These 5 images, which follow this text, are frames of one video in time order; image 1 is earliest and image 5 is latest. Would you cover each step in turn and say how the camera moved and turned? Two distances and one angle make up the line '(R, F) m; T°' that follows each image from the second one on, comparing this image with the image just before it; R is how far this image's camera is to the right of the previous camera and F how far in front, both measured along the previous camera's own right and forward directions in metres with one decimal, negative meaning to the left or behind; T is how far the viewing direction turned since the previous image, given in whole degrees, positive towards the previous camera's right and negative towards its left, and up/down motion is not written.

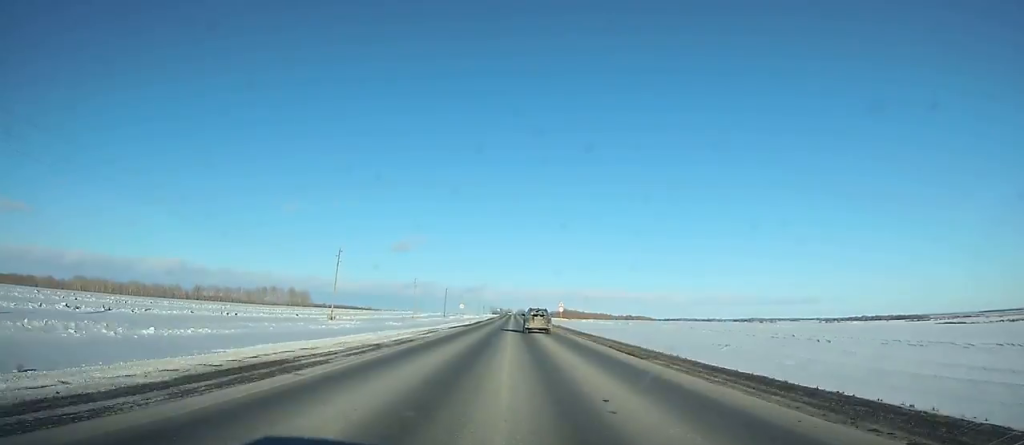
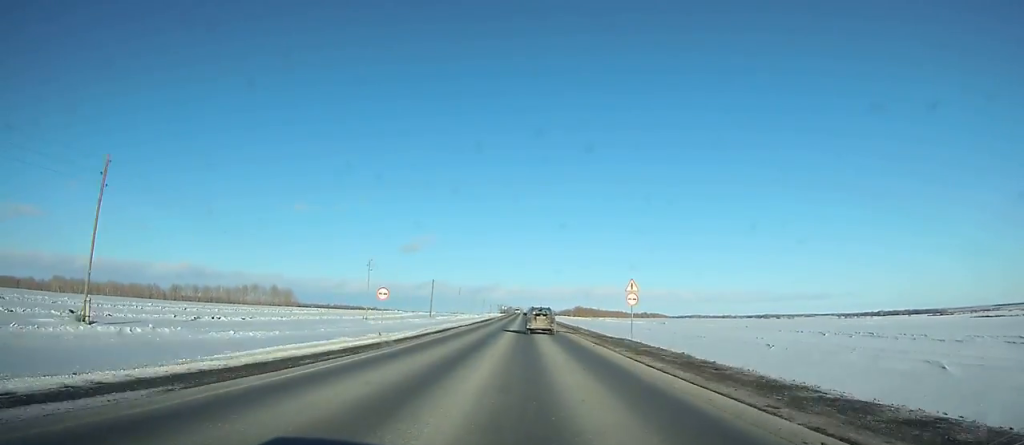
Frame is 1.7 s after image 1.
(+0.3, +46.8) m; 0°
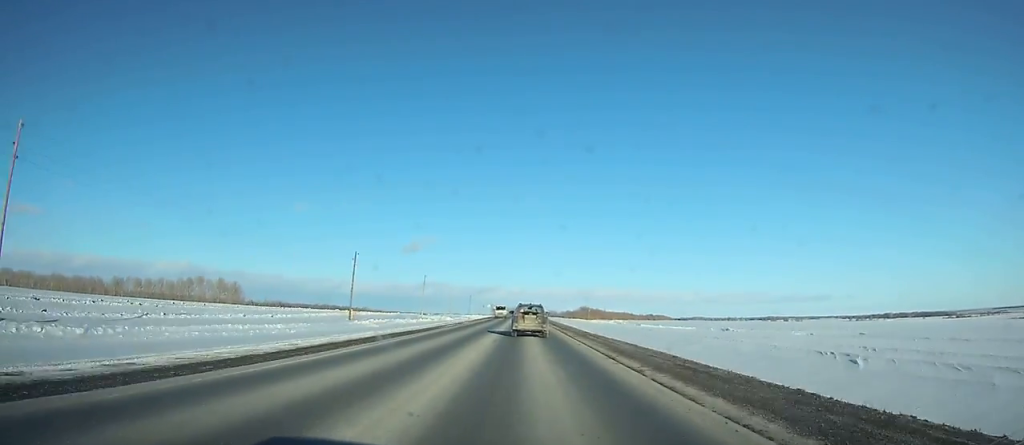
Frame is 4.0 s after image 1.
(-0.2, +64.5) m; 0°
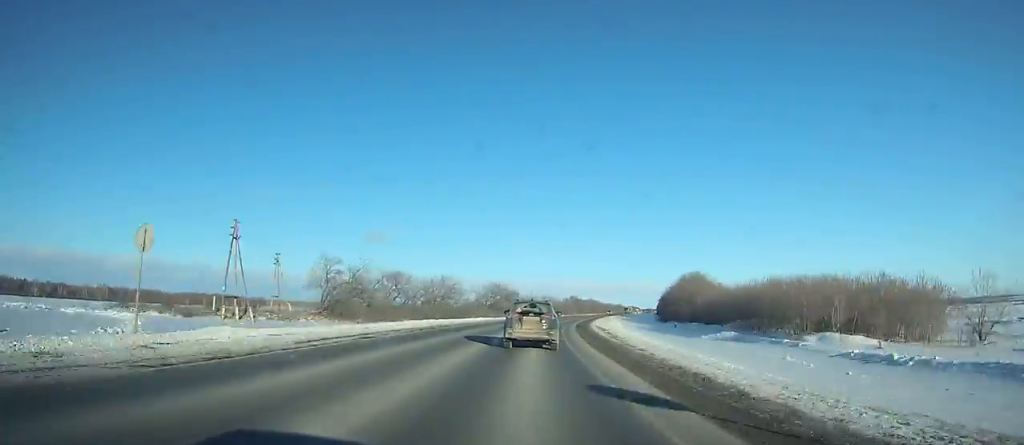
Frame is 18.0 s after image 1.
(+2.3, +357.1) m; +5°
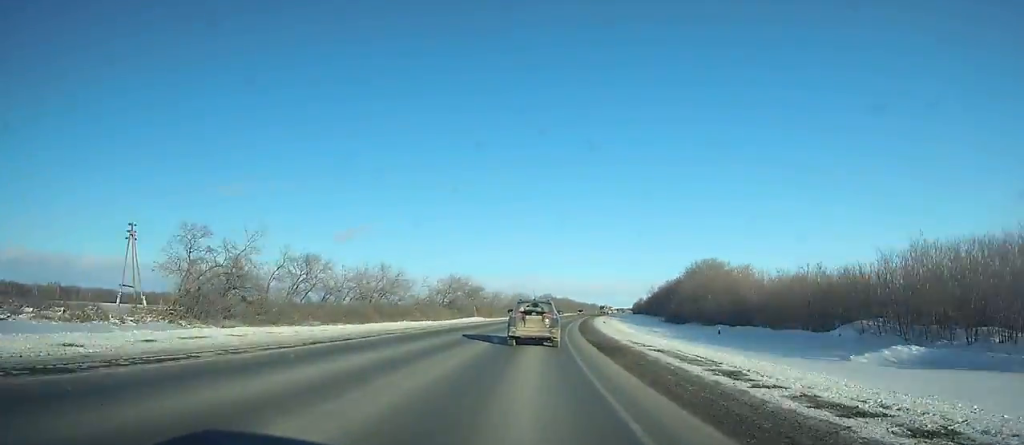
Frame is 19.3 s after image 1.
(-0.1, +30.2) m; +2°
